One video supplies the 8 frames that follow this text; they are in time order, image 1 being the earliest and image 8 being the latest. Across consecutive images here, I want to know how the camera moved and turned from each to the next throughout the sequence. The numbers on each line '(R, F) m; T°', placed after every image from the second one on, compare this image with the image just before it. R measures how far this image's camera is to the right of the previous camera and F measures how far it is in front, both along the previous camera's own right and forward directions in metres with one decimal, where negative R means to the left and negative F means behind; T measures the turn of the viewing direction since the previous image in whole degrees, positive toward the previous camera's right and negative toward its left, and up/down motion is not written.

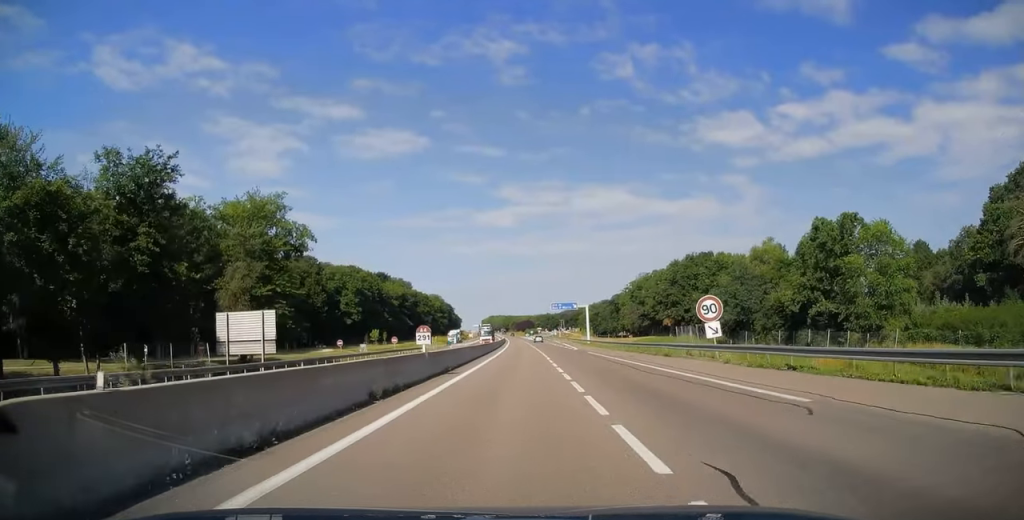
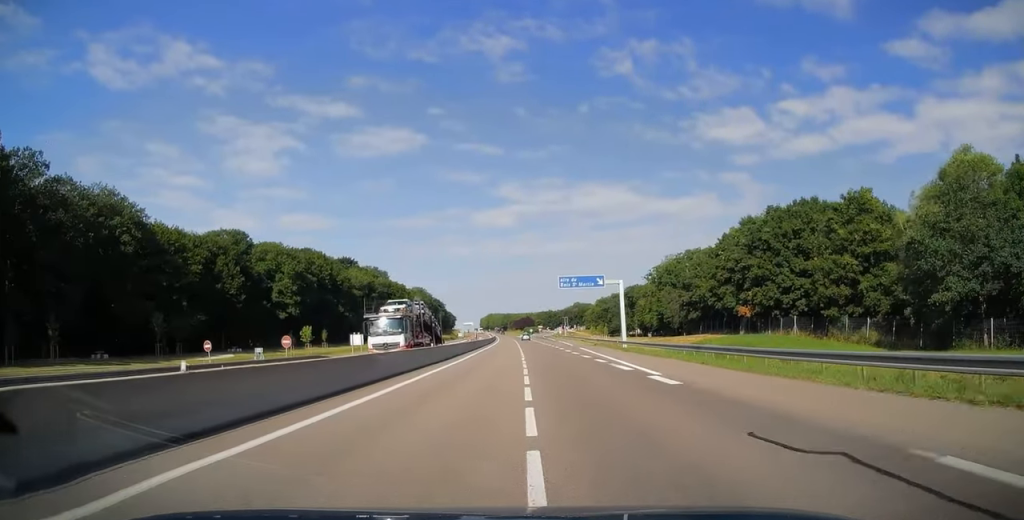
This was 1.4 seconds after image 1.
(-0.5, +43.2) m; -1°
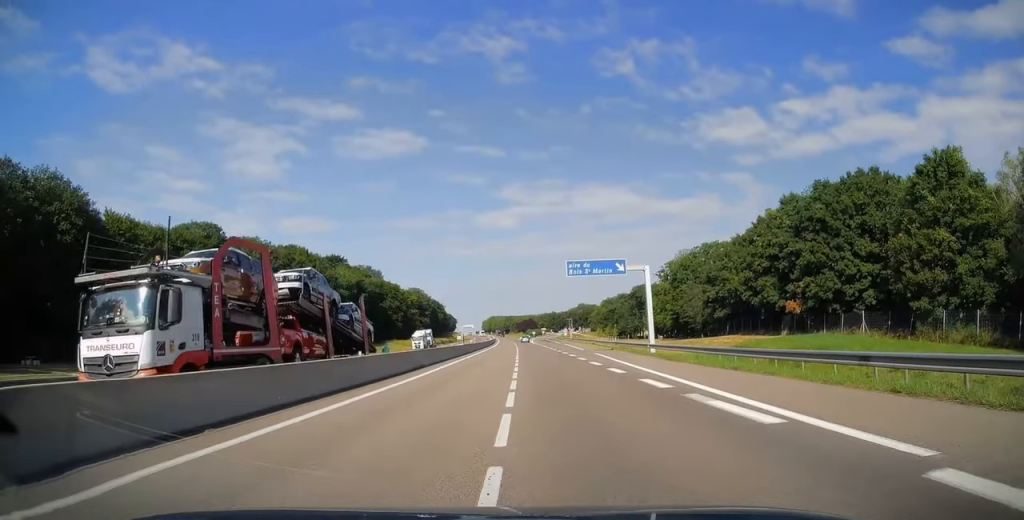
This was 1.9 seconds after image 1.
(0.0, +13.1) m; 0°
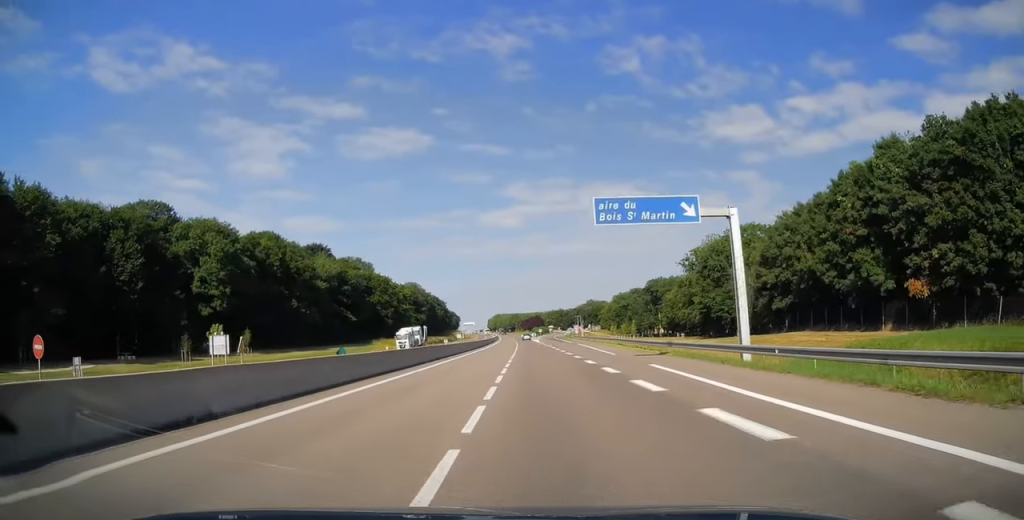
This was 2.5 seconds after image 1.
(0.0, +19.6) m; -1°
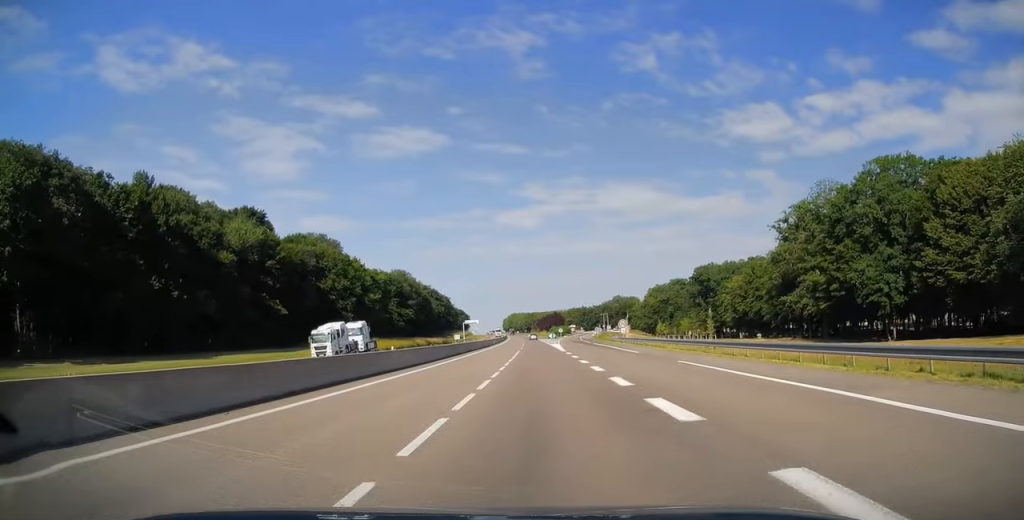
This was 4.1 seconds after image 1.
(-0.6, +46.6) m; -1°
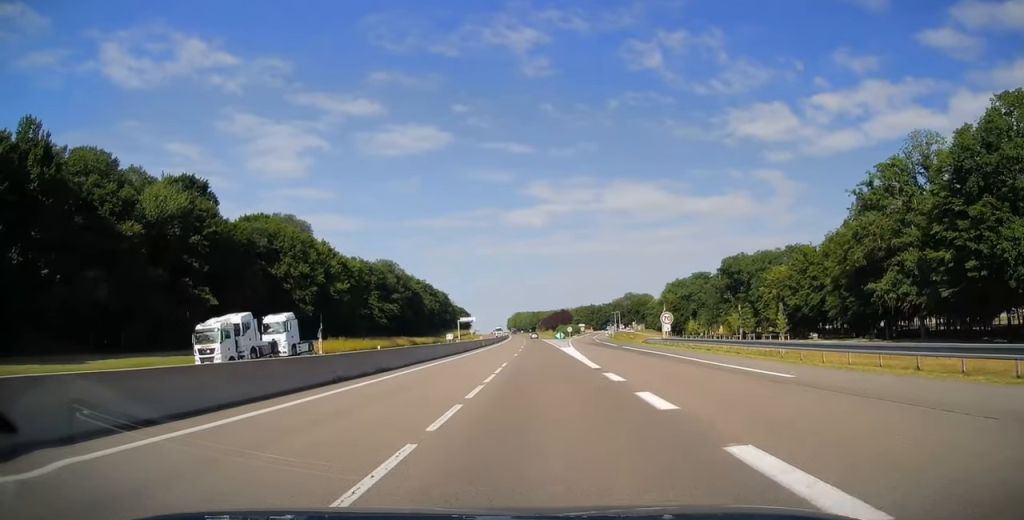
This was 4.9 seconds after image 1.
(0.0, +22.5) m; -1°
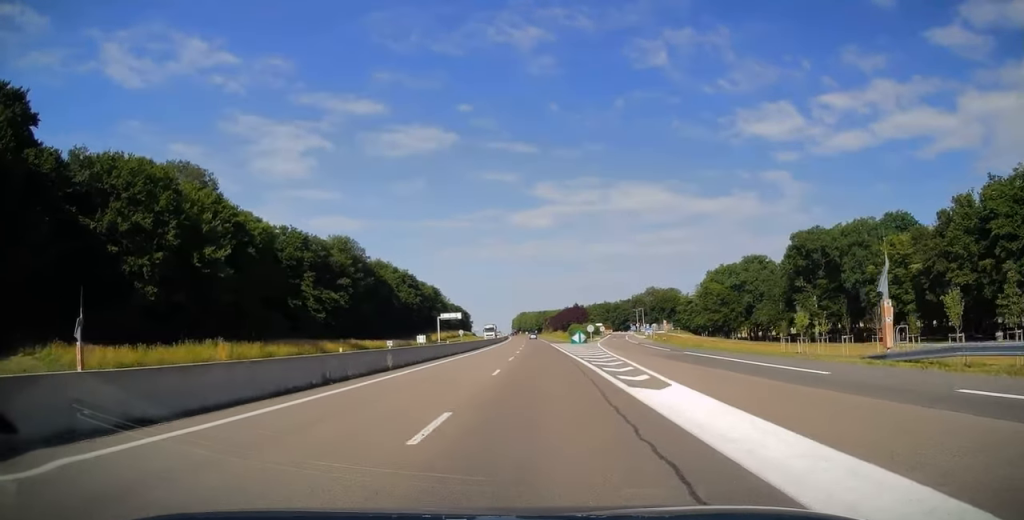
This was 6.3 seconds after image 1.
(-0.4, +38.7) m; -1°
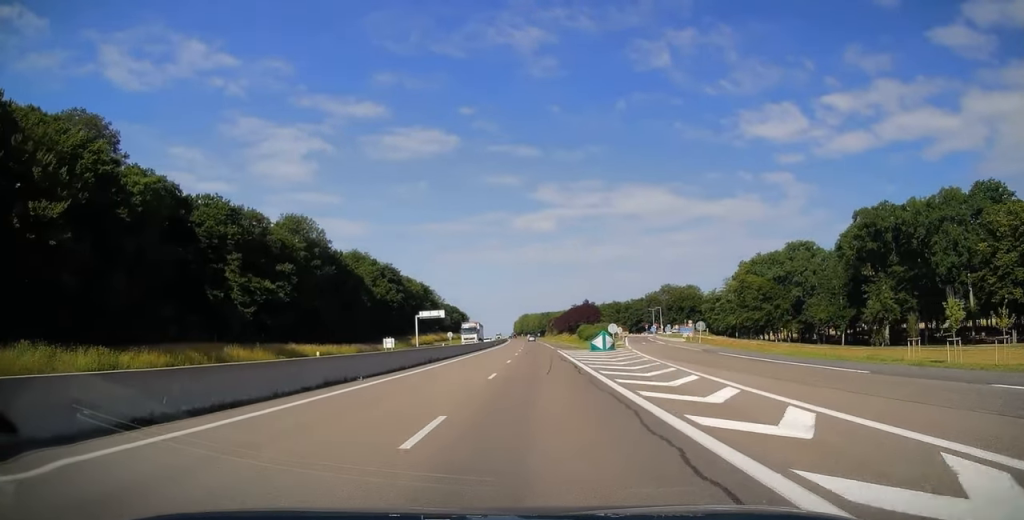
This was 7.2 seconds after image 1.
(0.0, +24.5) m; 0°
